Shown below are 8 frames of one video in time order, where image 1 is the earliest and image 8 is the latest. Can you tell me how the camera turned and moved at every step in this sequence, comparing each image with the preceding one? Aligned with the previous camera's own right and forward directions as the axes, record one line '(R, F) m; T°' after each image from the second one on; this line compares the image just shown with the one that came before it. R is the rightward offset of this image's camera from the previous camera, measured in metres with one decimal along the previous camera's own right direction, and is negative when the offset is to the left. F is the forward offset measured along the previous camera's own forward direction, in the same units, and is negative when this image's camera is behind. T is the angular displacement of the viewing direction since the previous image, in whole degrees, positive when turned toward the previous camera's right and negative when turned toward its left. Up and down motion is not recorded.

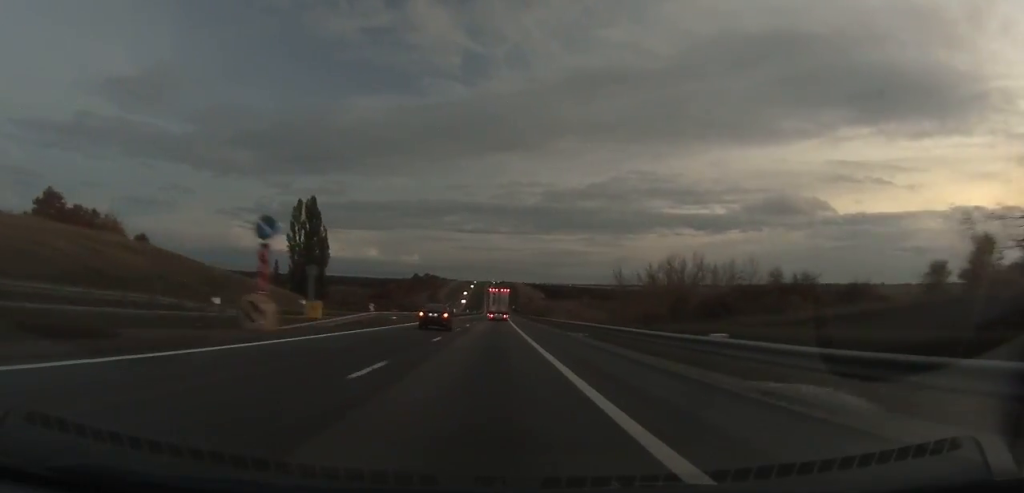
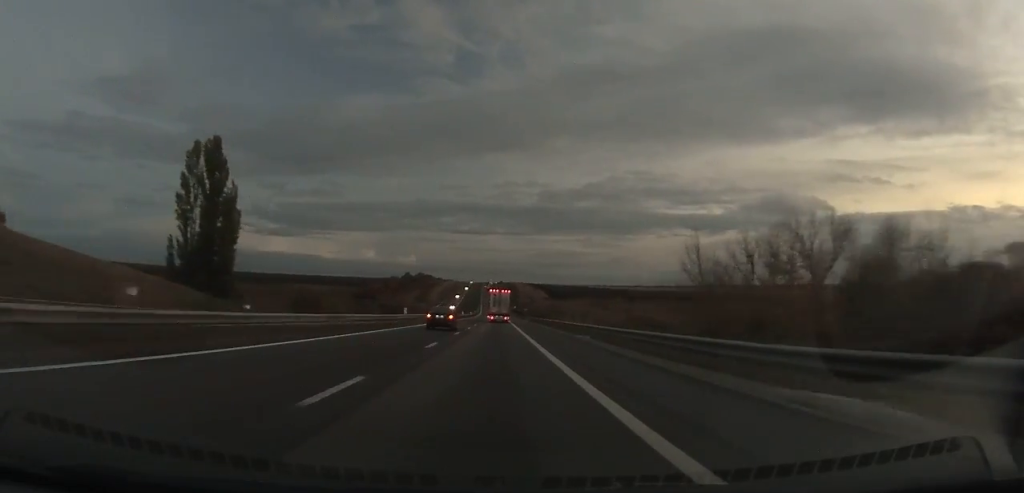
(0.0, +51.2) m; 0°
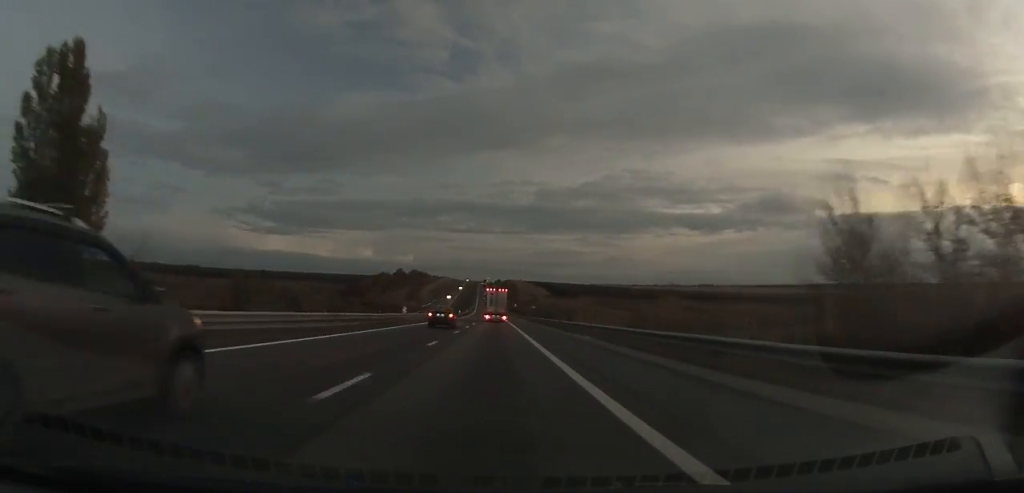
(+0.2, +36.5) m; 0°
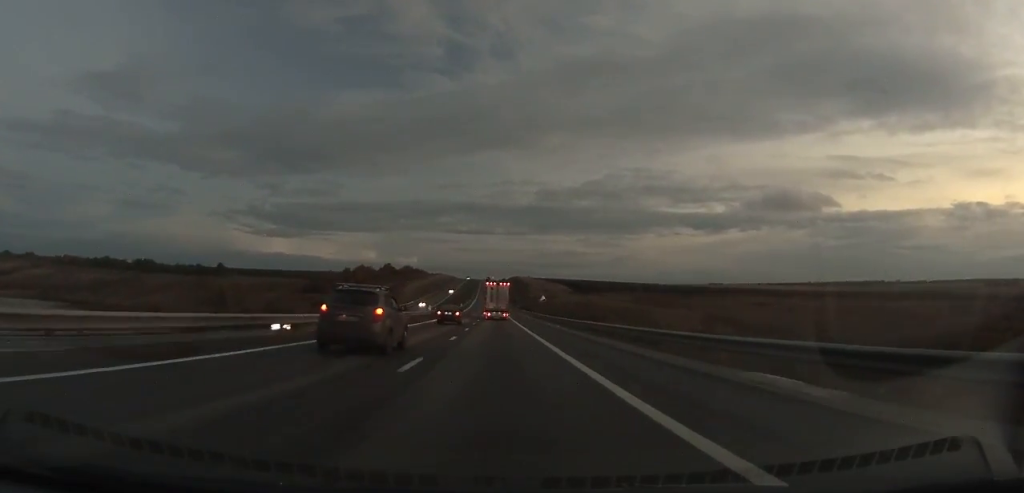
(+0.2, +94.2) m; 0°
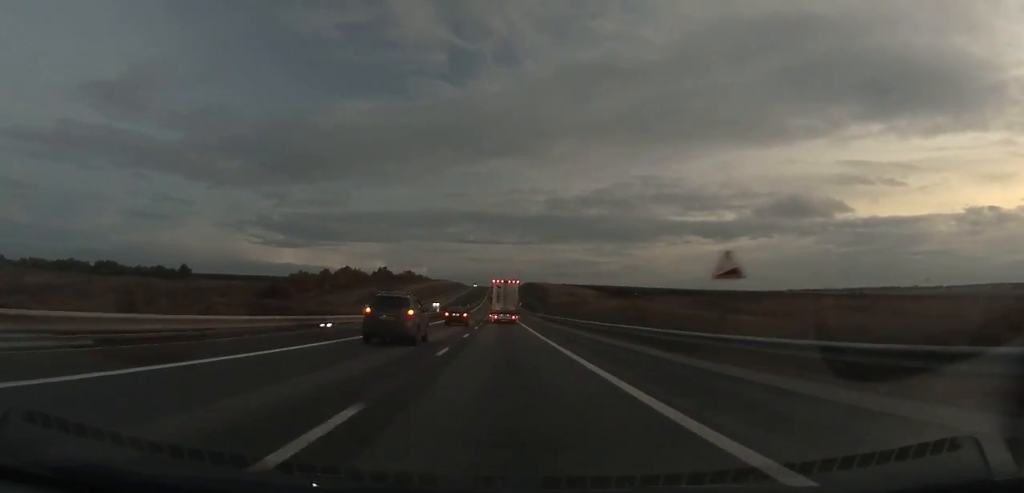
(-0.4, +65.4) m; -1°
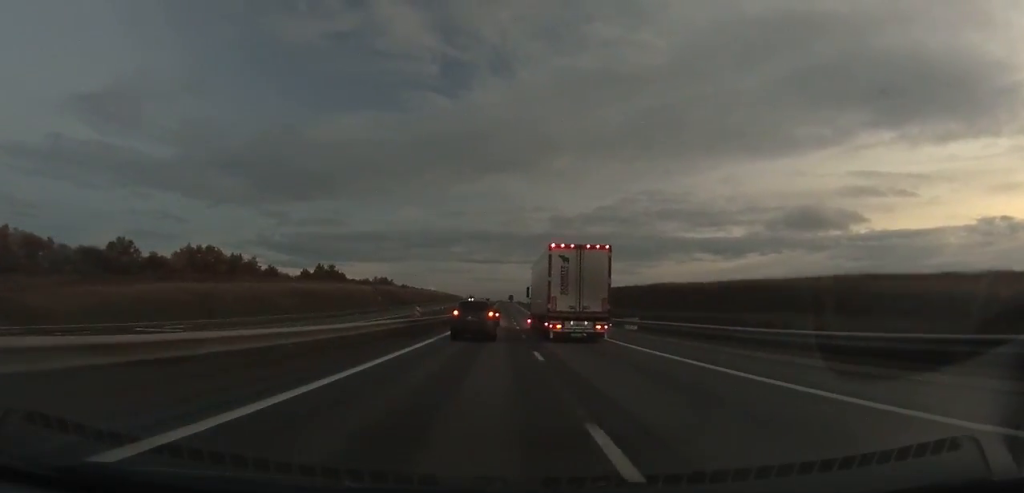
(-2.8, +182.9) m; -1°
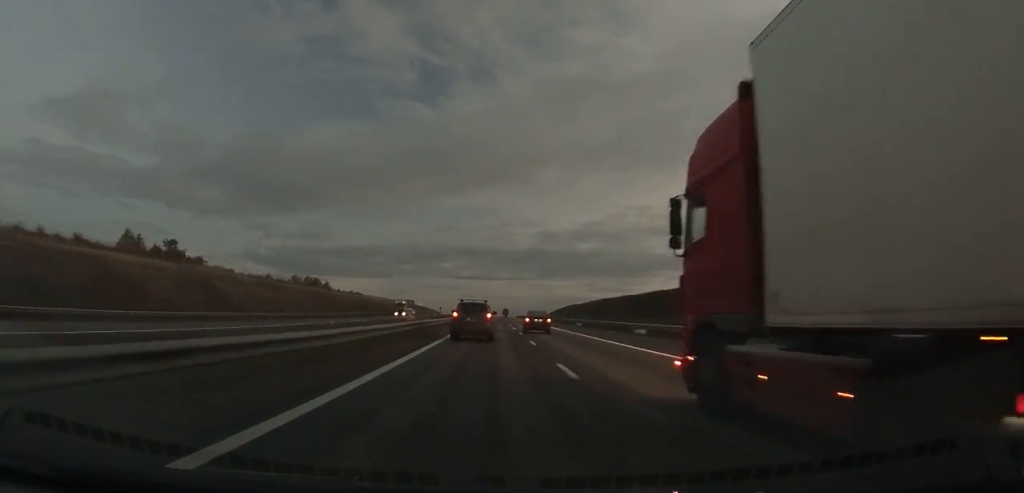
(+0.9, +153.9) m; +1°
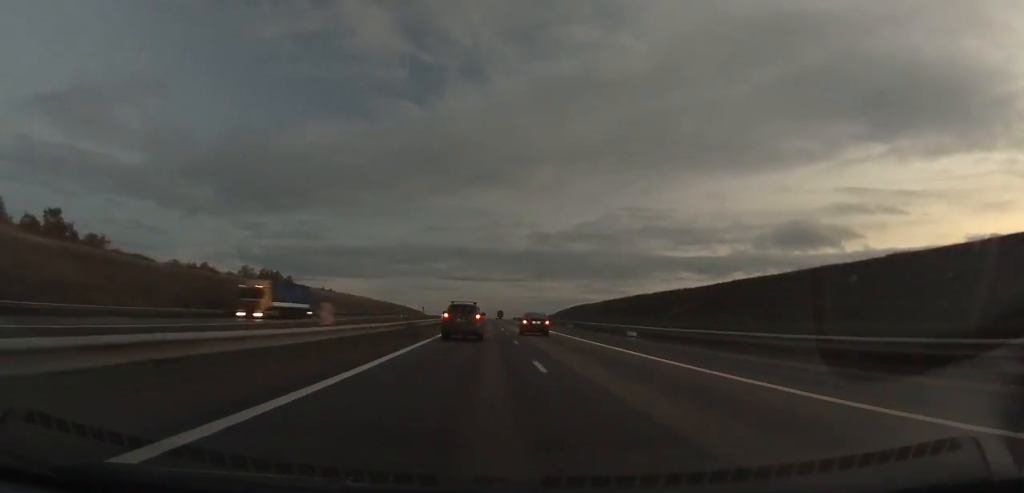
(-0.3, +48.9) m; 0°
